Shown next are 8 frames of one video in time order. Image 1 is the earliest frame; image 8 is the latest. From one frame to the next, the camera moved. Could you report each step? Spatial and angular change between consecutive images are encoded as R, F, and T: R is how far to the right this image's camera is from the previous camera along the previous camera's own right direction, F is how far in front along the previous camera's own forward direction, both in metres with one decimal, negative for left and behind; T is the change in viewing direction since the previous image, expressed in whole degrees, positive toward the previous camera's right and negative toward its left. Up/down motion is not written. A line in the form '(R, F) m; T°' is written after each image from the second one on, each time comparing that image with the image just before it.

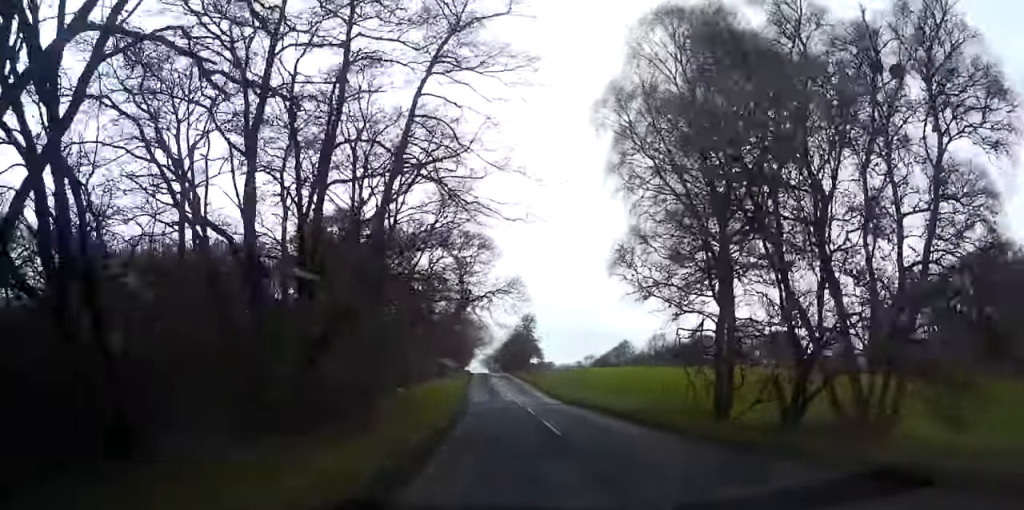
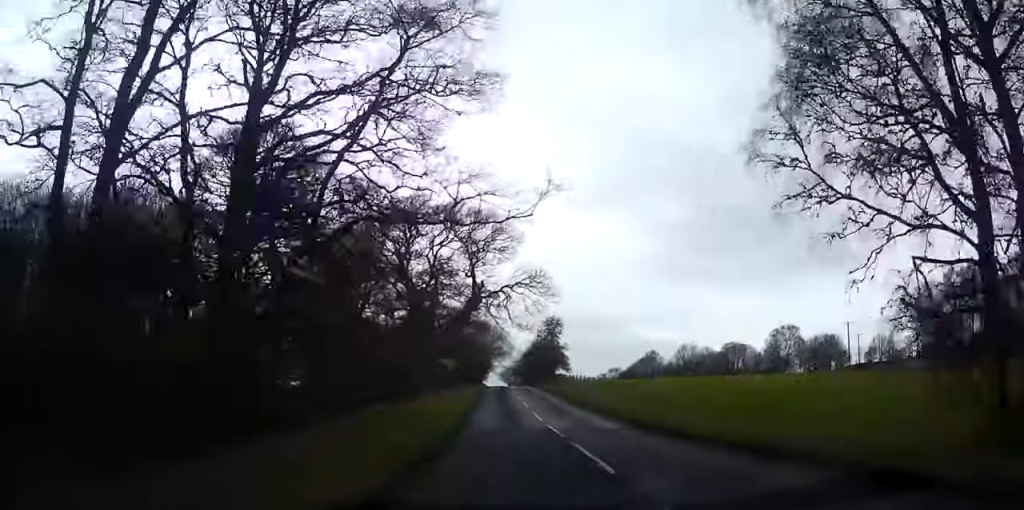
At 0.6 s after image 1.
(-0.1, +17.3) m; -1°
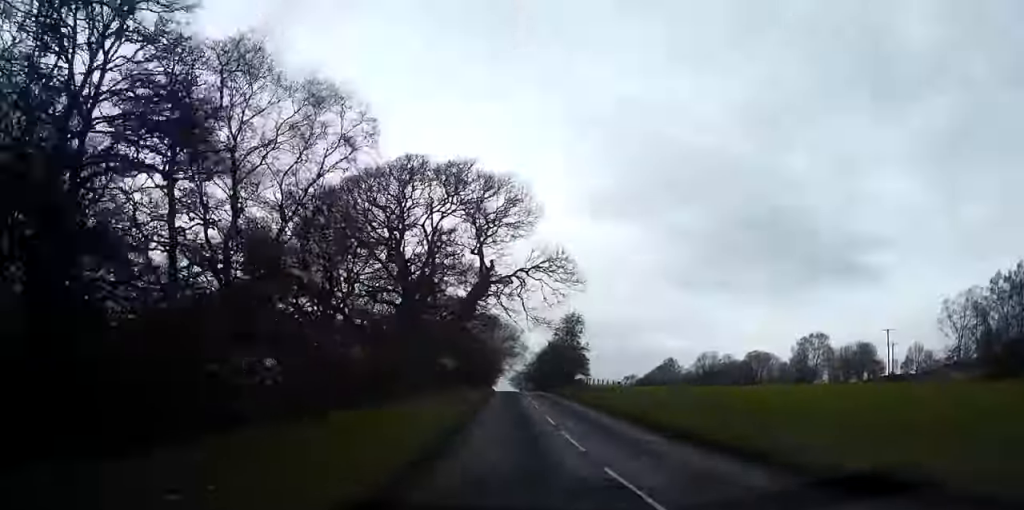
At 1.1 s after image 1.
(-0.2, +13.6) m; -1°
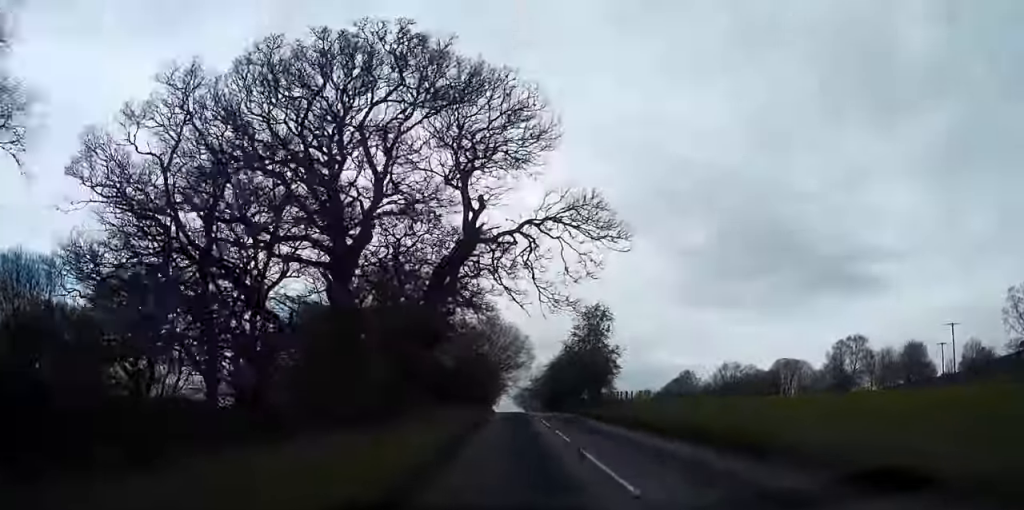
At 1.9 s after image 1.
(-0.2, +23.3) m; -1°
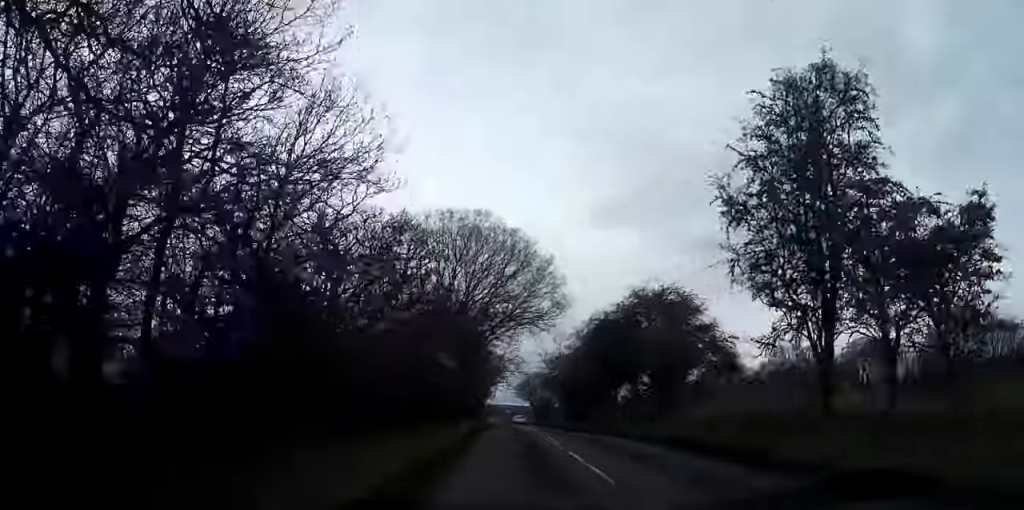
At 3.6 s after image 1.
(-0.1, +51.2) m; 0°
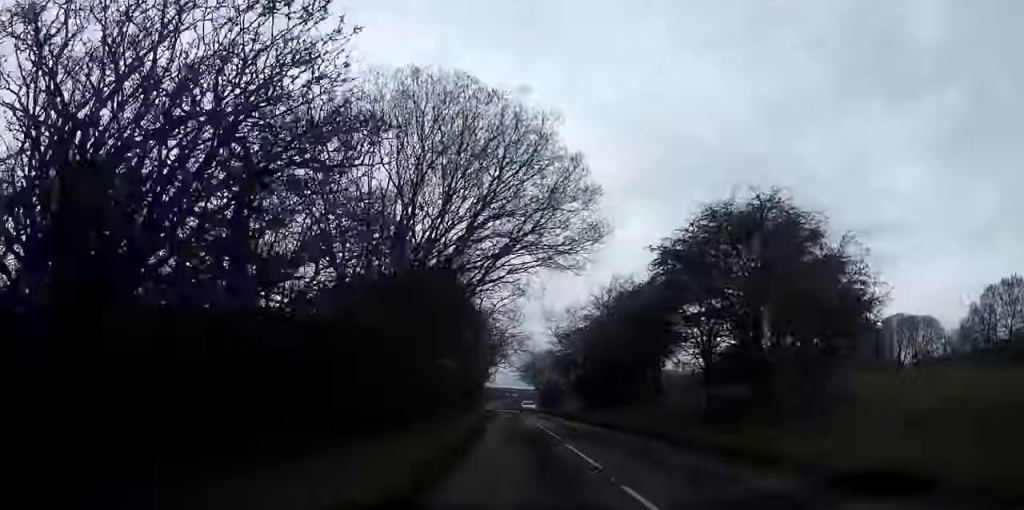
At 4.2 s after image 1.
(+0.2, +16.4) m; 0°
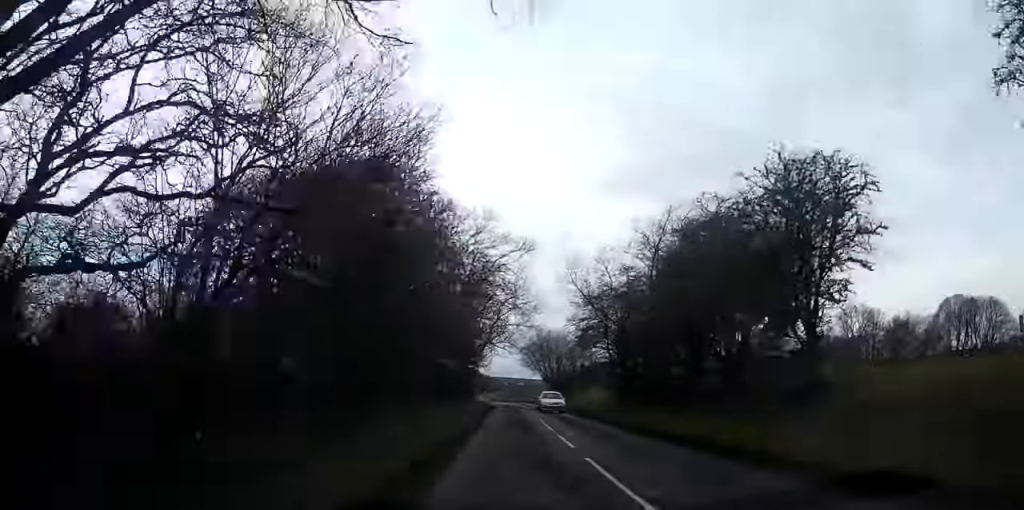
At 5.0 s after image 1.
(0.0, +23.1) m; 0°
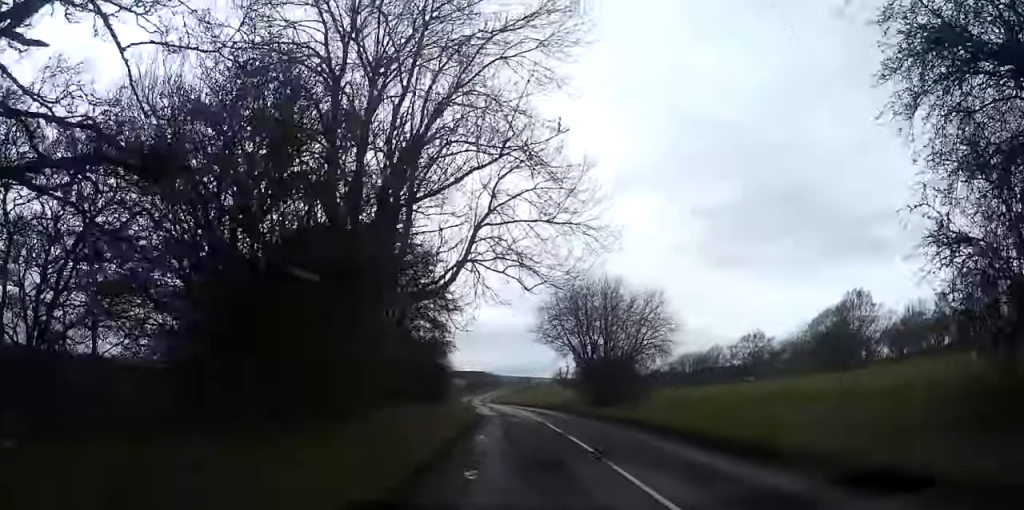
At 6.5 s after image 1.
(-0.3, +44.2) m; -1°
